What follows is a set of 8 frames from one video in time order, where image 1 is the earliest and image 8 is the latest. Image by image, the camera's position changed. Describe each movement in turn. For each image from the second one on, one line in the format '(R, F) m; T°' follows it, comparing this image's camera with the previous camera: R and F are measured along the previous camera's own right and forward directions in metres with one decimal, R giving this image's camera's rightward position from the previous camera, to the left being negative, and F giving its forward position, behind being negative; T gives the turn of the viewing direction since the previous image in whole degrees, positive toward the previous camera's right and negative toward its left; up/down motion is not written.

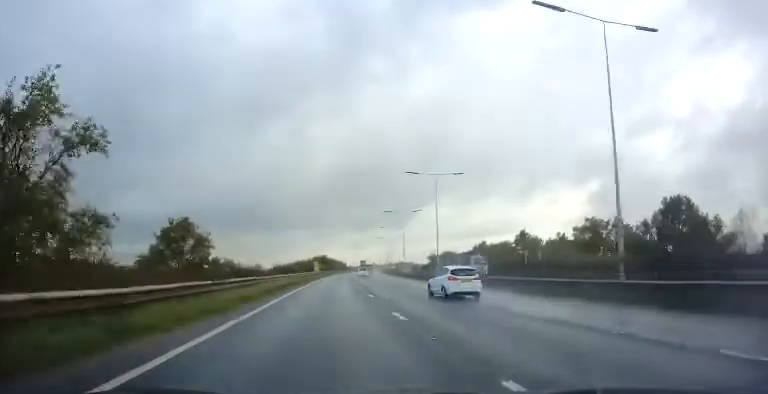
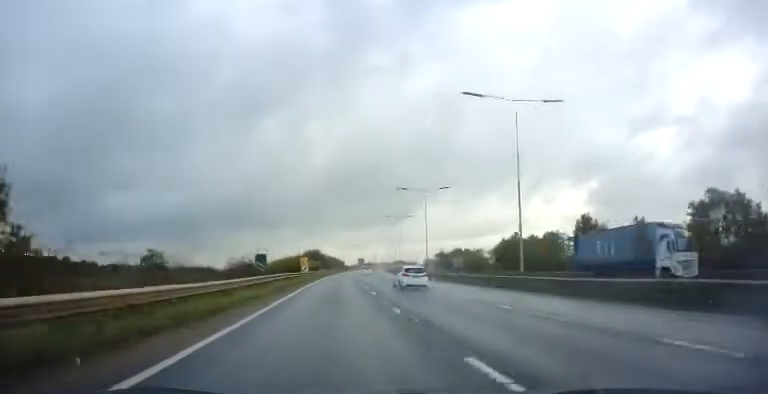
(+0.8, +25.1) m; +2°
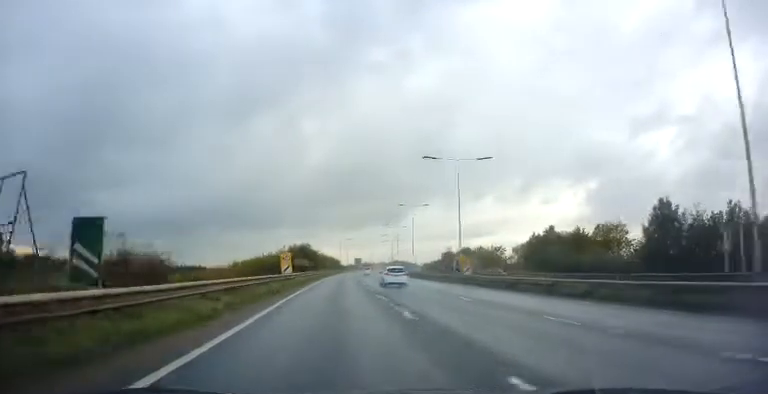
(-0.2, +19.2) m; 0°
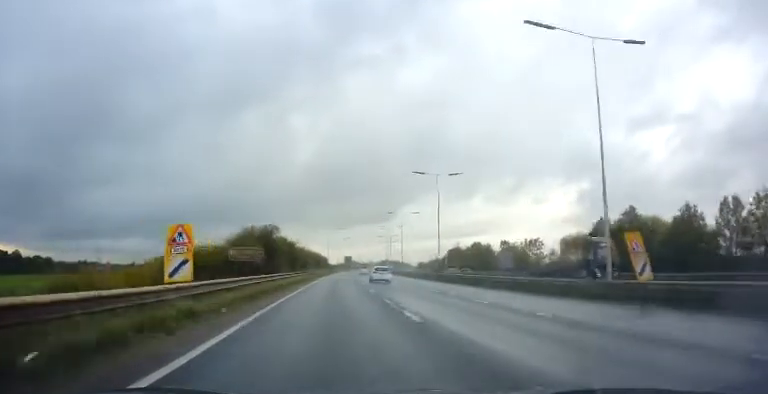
(0.0, +27.6) m; 0°
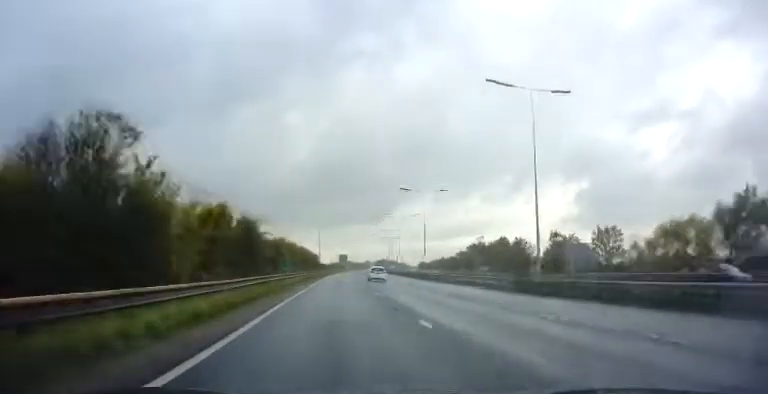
(+0.3, +28.4) m; +2°
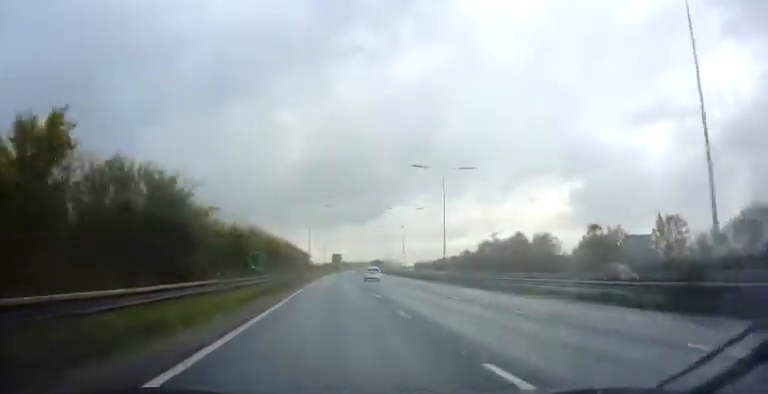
(+0.3, +15.2) m; +1°
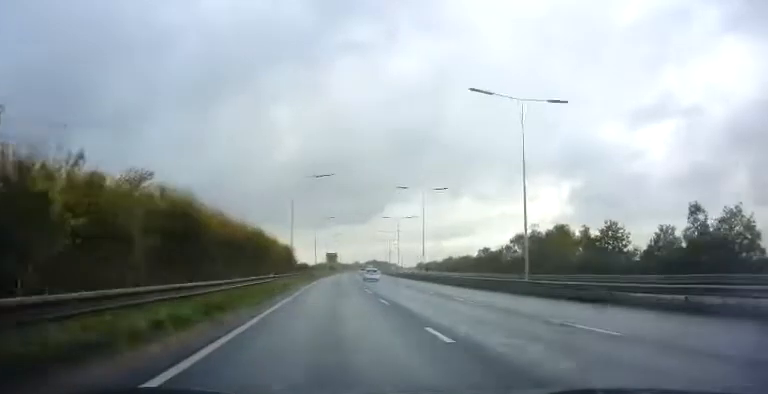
(+0.1, +23.1) m; 0°
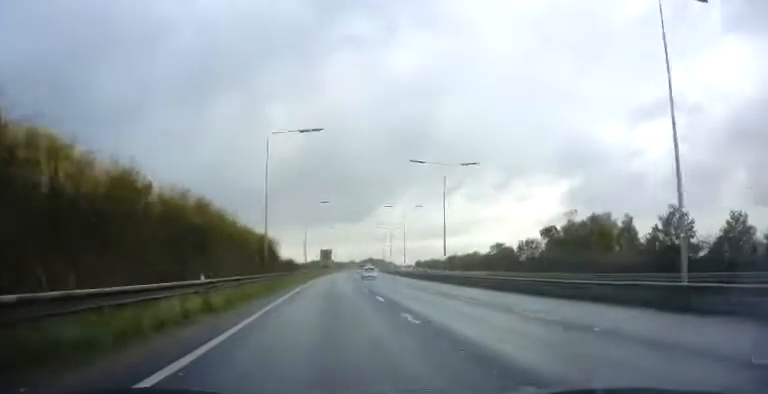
(0.0, +14.9) m; 0°
